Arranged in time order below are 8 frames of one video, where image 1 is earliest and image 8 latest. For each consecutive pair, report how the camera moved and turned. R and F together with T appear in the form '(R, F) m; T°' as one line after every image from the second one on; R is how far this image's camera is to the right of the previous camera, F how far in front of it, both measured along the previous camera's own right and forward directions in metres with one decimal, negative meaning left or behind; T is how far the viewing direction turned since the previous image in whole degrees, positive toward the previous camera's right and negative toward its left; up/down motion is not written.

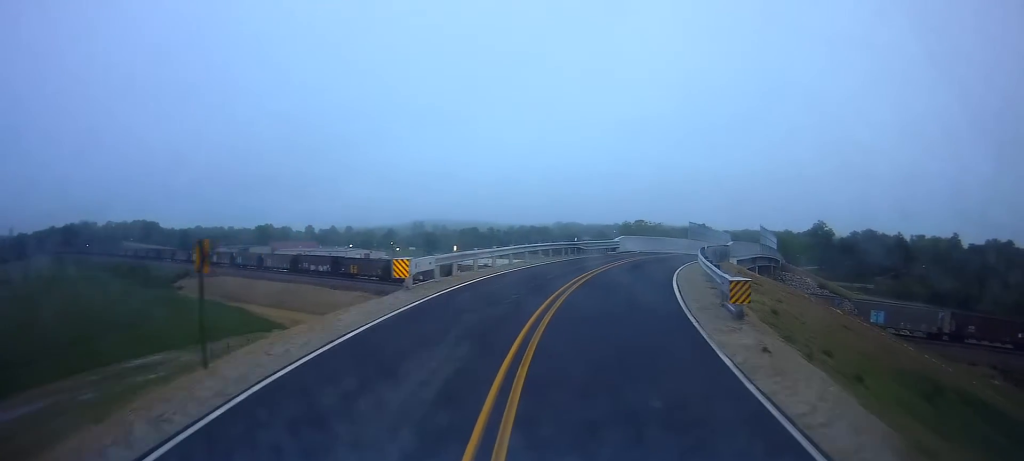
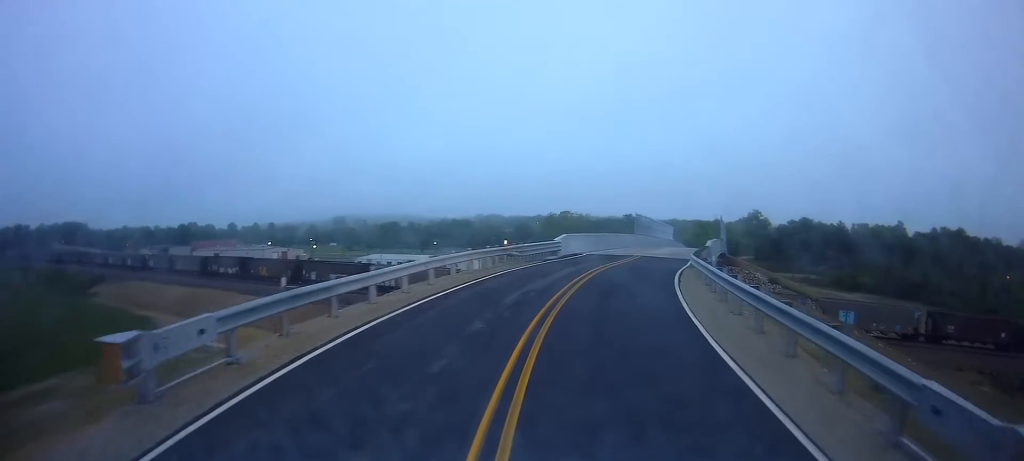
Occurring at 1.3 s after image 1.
(+1.0, +9.4) m; +9°
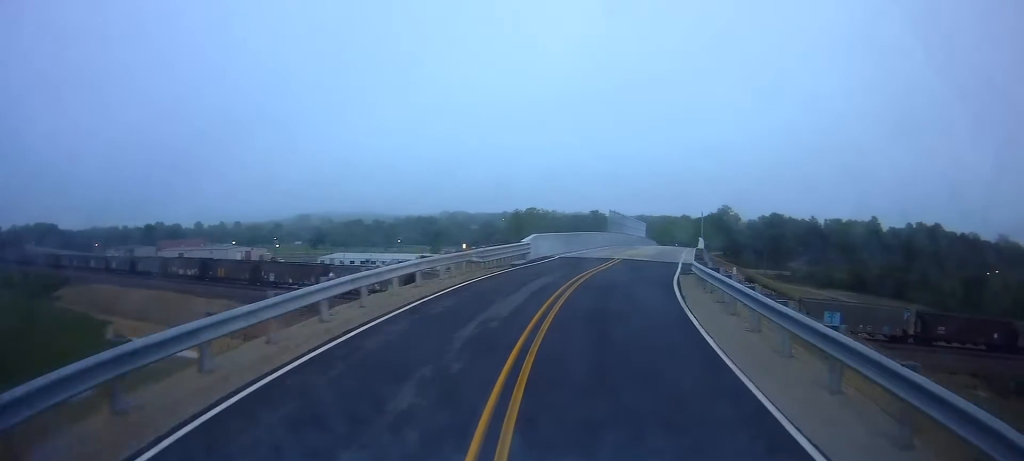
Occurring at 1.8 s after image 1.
(0.0, +3.9) m; +3°
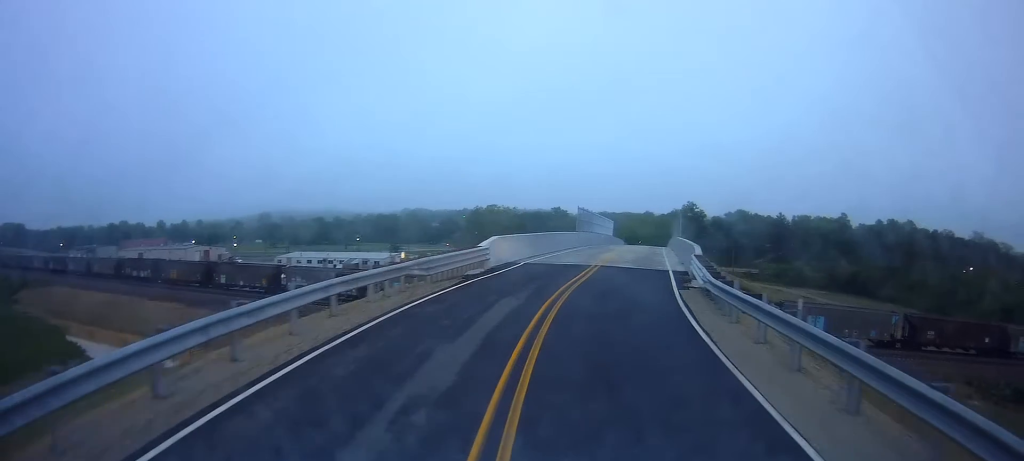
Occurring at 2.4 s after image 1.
(+0.2, +4.5) m; +3°
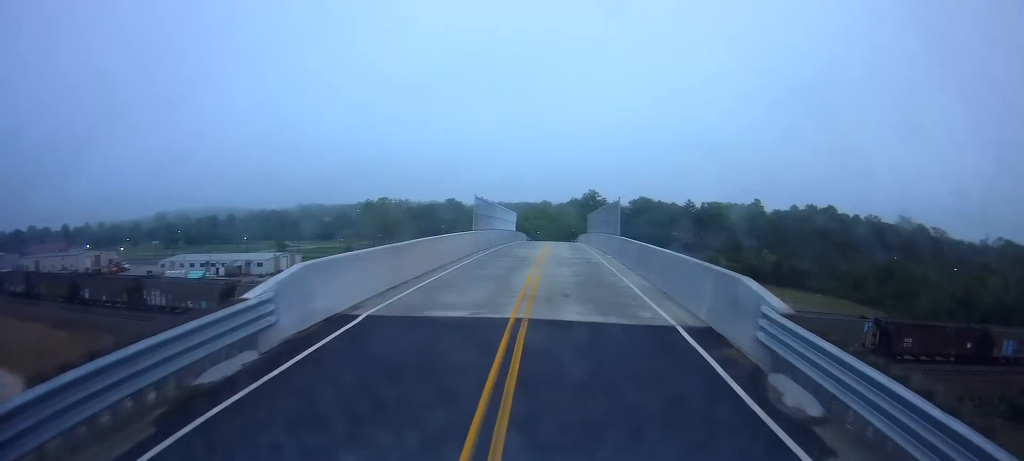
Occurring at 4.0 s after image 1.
(+0.5, +12.4) m; +5°
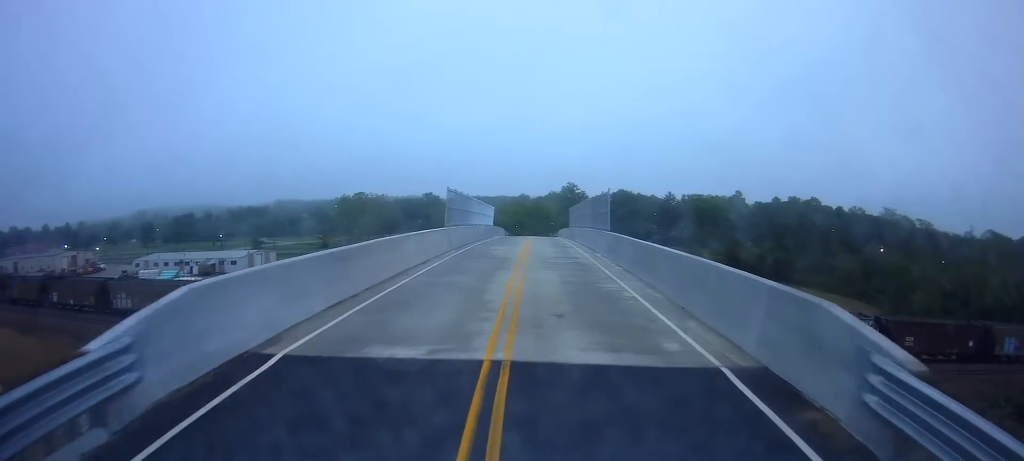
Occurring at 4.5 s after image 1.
(+0.1, +3.5) m; +2°
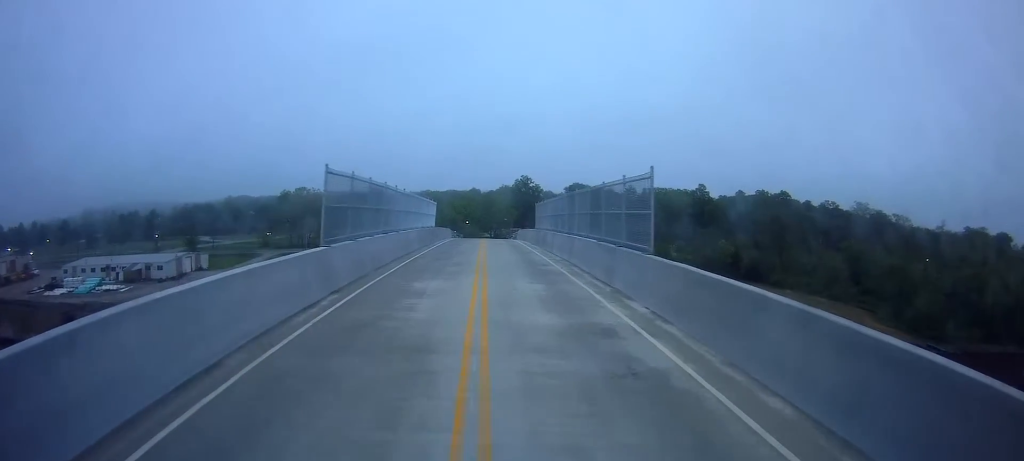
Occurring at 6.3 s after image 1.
(+1.2, +14.9) m; +7°
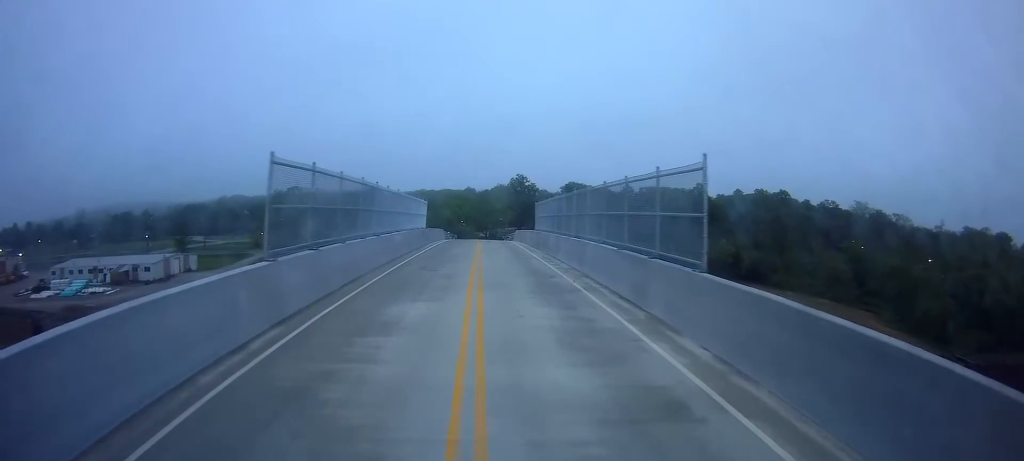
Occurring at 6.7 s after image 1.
(0.0, +3.8) m; +1°
